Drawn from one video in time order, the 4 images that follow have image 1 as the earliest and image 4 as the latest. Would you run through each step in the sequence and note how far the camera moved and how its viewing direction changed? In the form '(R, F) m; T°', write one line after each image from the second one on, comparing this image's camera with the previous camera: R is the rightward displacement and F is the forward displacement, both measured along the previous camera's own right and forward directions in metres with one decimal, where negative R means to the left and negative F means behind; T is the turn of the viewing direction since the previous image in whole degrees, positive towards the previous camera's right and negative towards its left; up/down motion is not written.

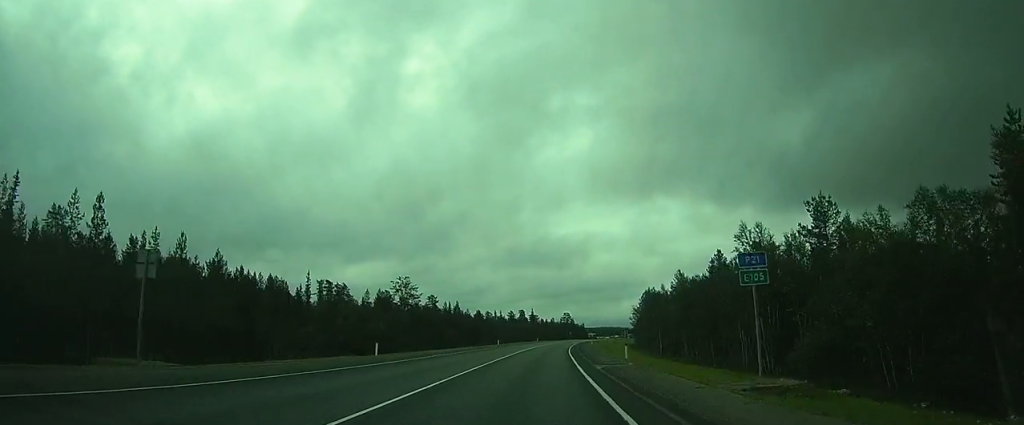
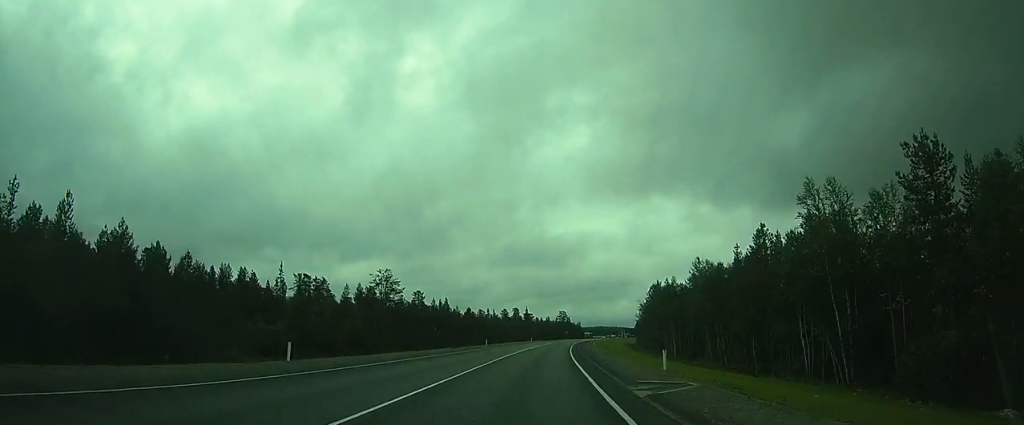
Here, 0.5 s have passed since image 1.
(0.0, +9.3) m; 0°
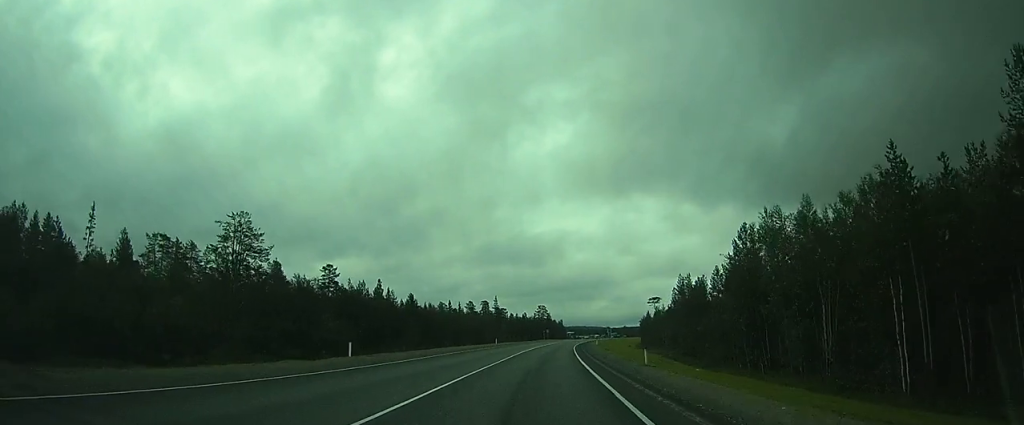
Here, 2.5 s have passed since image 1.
(+0.7, +45.3) m; +2°
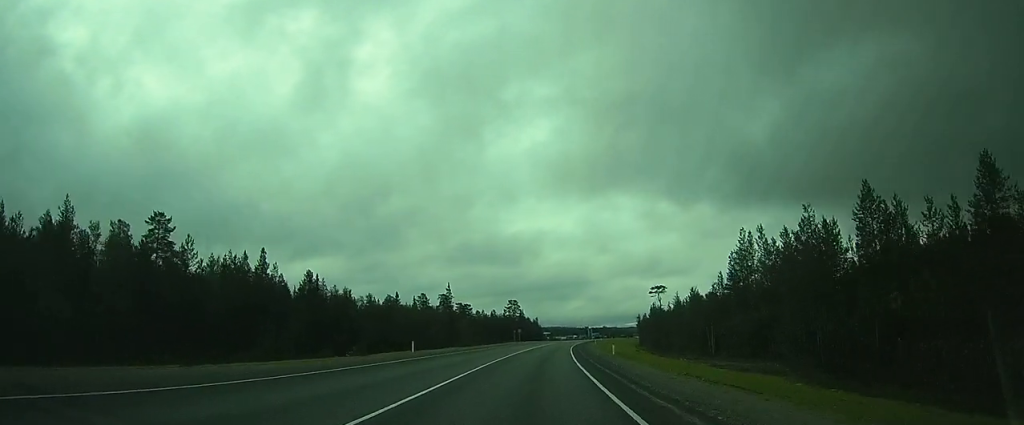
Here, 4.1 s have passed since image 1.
(+1.2, +40.5) m; +3°
